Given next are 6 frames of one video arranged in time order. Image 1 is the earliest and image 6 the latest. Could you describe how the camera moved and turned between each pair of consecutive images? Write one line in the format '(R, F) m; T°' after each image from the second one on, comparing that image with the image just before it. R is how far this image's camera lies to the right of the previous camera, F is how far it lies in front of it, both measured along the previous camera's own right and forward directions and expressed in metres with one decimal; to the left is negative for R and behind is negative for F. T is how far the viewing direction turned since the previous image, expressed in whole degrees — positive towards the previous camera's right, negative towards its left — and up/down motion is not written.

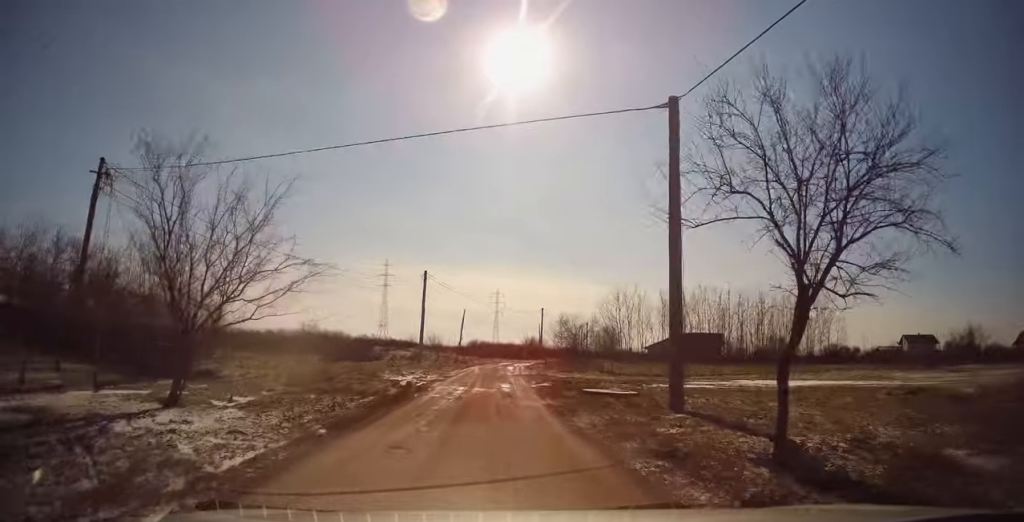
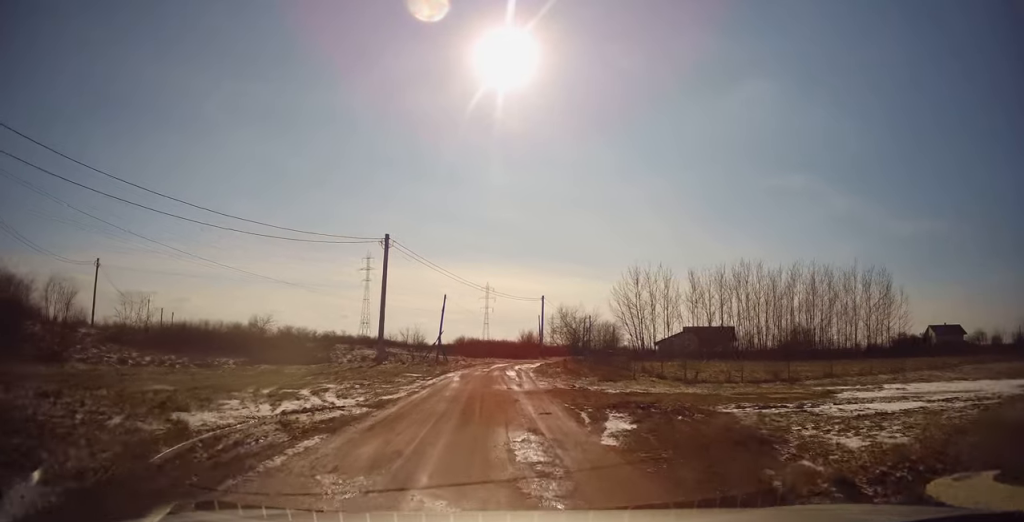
(-0.1, +14.8) m; +1°
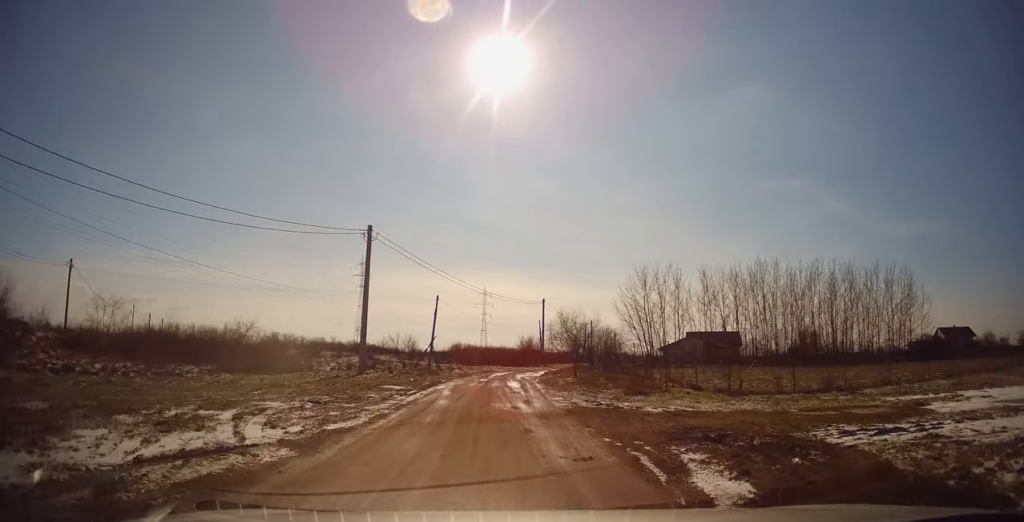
(0.0, +4.7) m; 0°
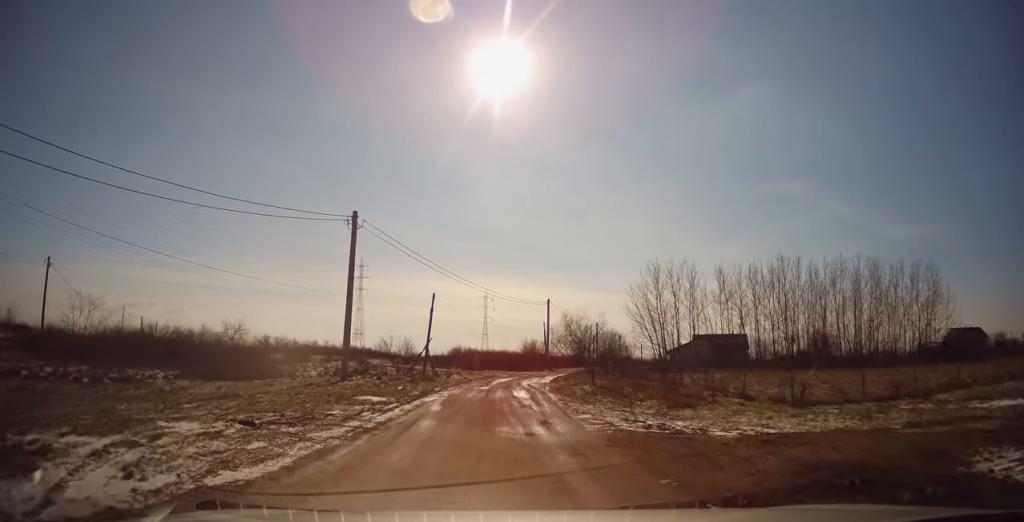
(+0.1, +4.3) m; 0°
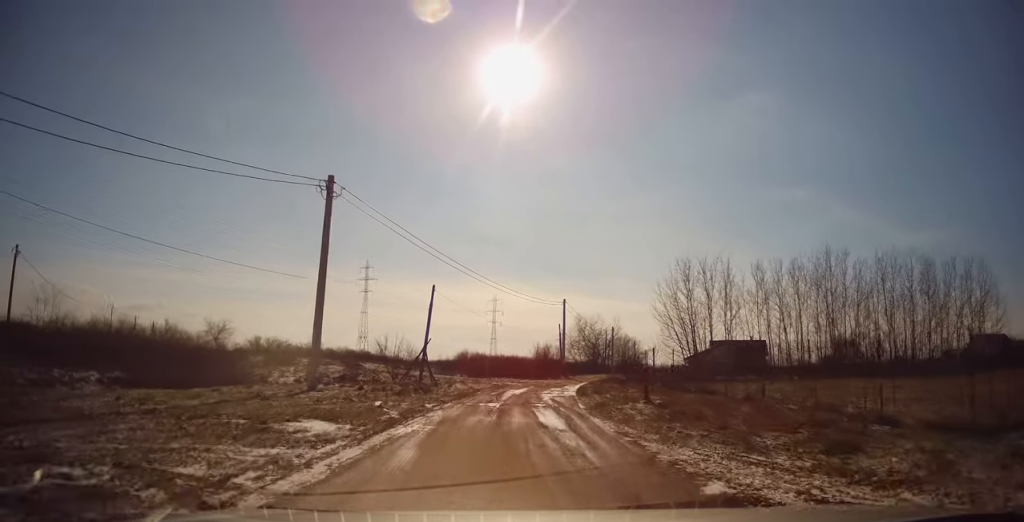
(-0.1, +6.2) m; 0°
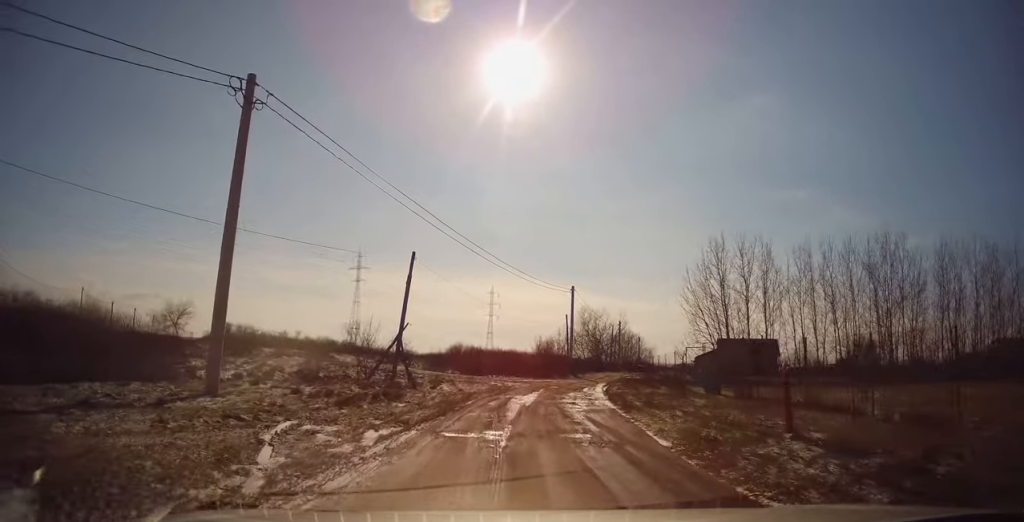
(-0.1, +7.3) m; 0°
